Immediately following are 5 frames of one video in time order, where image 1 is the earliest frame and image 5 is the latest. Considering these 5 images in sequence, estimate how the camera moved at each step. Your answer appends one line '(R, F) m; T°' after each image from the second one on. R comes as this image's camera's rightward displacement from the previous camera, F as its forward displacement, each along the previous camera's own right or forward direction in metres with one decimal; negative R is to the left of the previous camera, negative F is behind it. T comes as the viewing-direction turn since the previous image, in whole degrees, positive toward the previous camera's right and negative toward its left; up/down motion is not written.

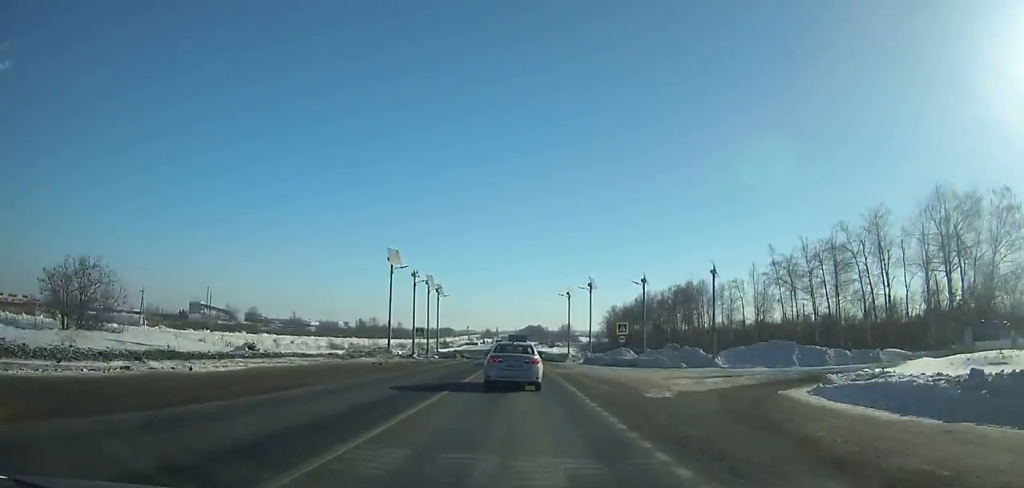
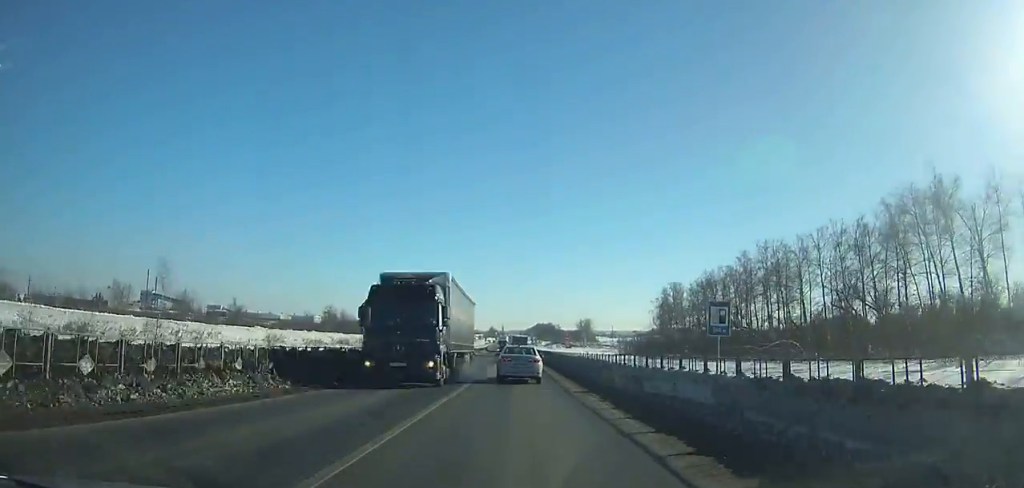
(-1.1, +97.7) m; -1°
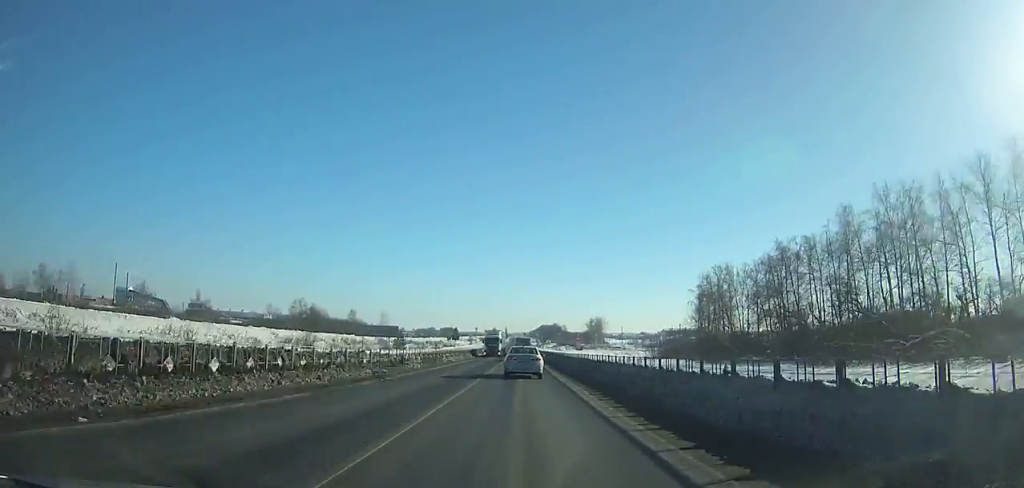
(0.0, +39.7) m; 0°
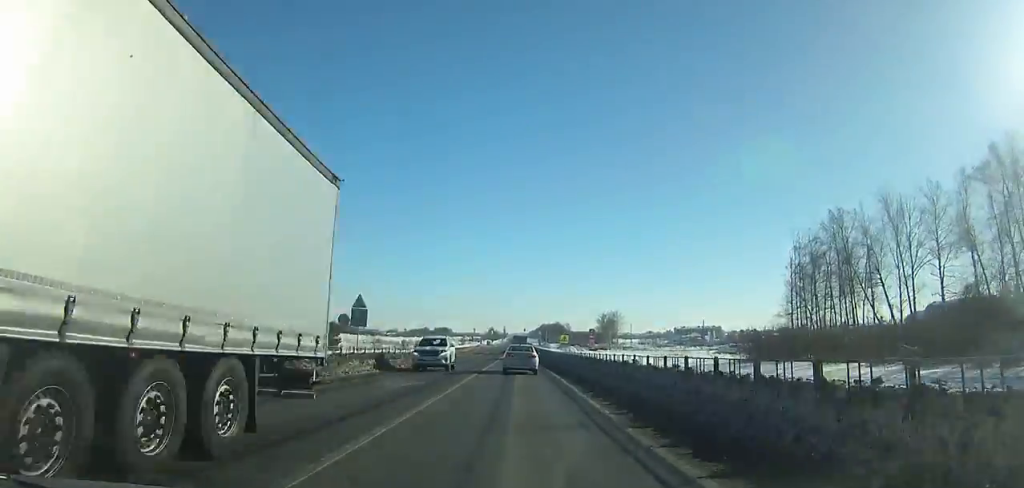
(0.0, +59.7) m; 0°
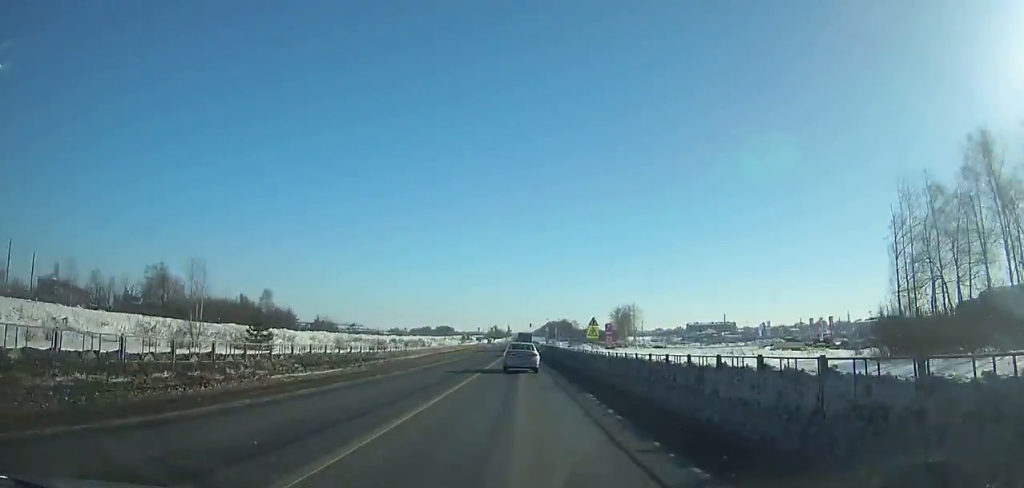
(-0.1, +30.4) m; 0°
